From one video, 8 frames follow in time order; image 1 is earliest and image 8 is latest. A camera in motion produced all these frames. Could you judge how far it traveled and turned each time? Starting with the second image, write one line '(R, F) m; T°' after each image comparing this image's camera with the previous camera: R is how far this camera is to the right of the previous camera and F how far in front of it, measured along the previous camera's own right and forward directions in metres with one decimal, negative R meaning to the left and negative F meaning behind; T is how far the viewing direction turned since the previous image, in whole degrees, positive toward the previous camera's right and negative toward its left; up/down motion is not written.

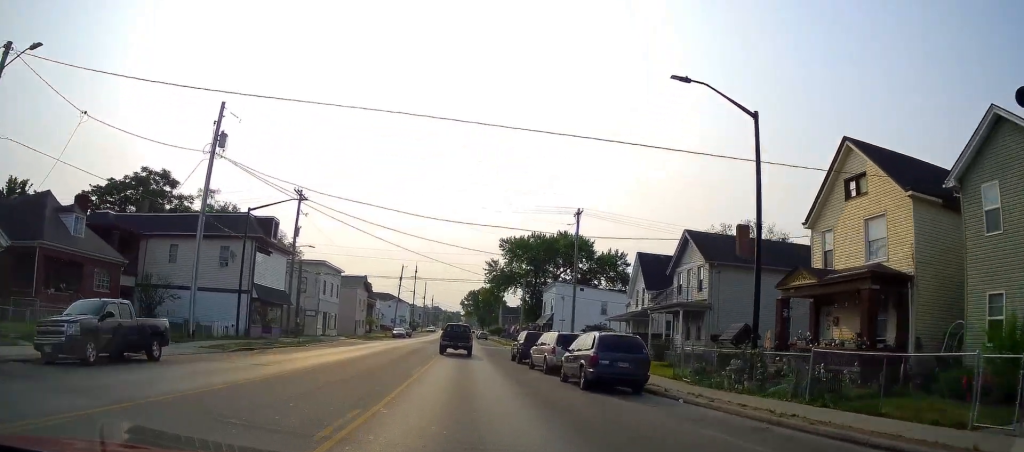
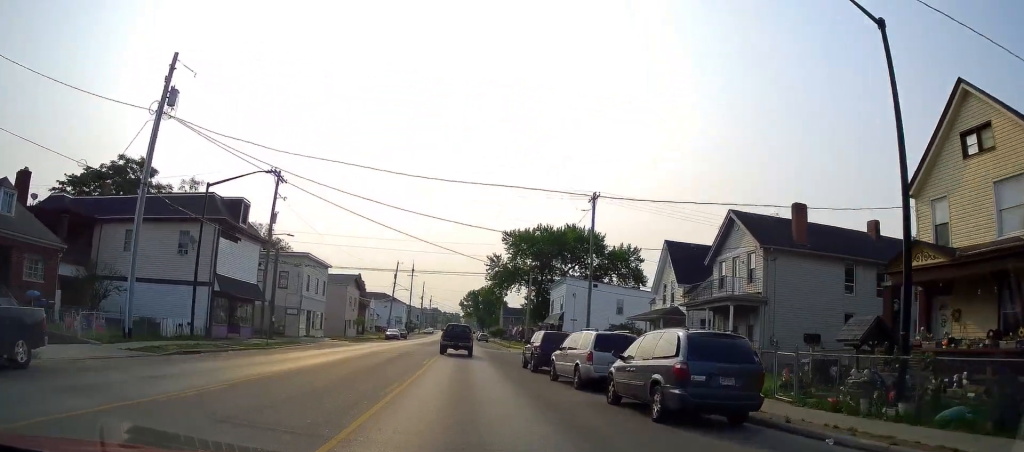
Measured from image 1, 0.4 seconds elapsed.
(-0.1, +6.9) m; +1°
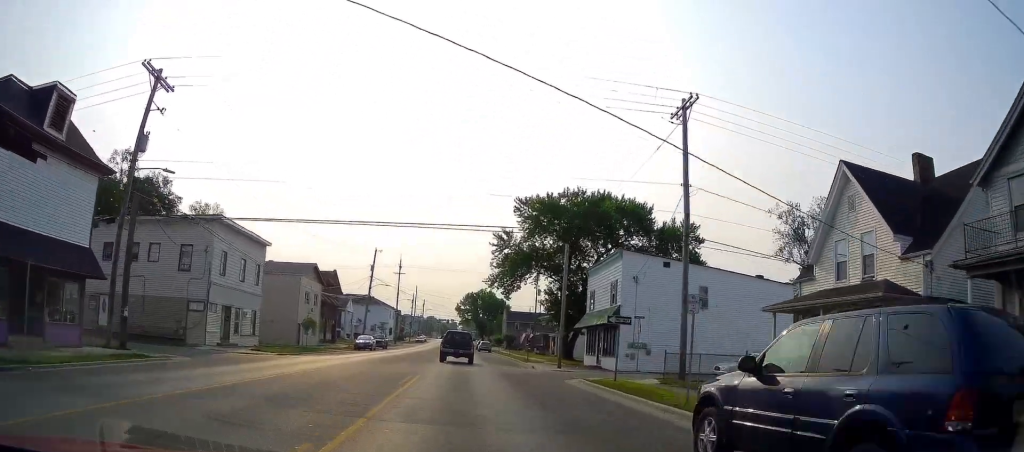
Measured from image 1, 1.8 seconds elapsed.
(+0.9, +21.3) m; +2°
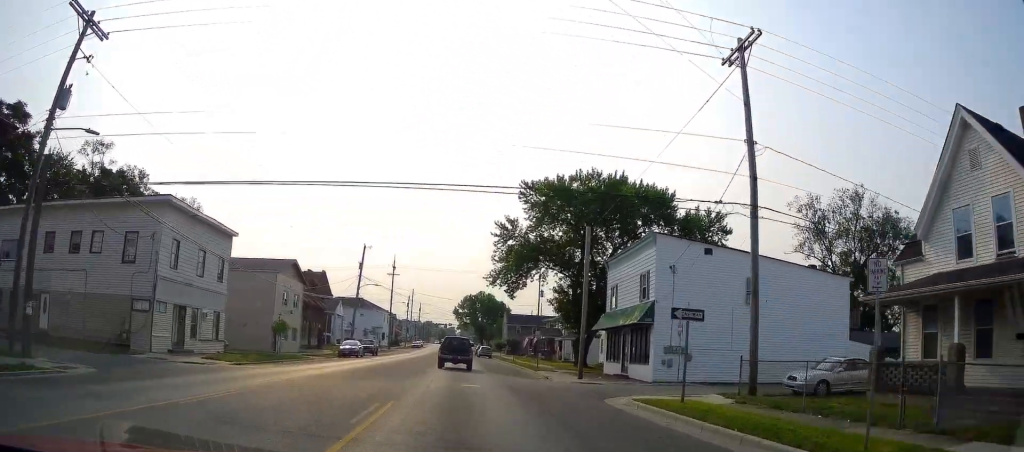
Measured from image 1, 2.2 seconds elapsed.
(-0.2, +6.9) m; 0°
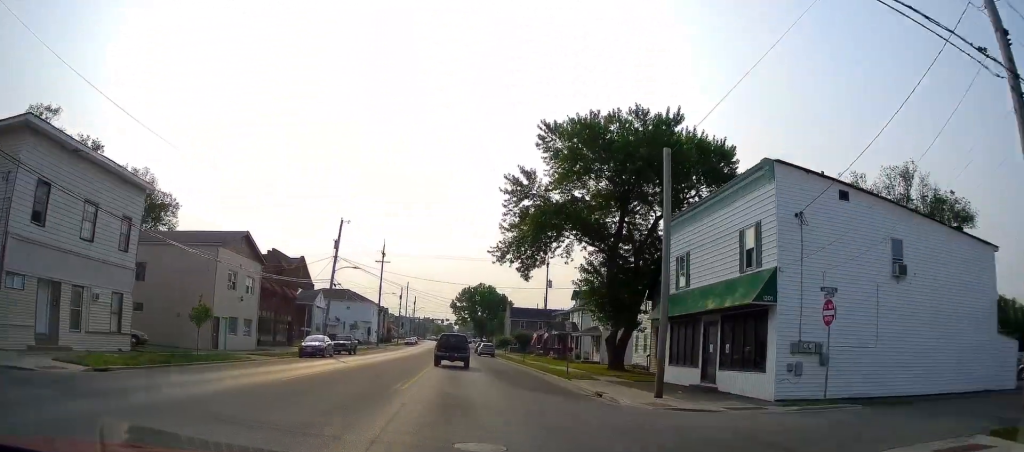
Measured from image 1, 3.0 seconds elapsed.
(+0.2, +12.3) m; 0°
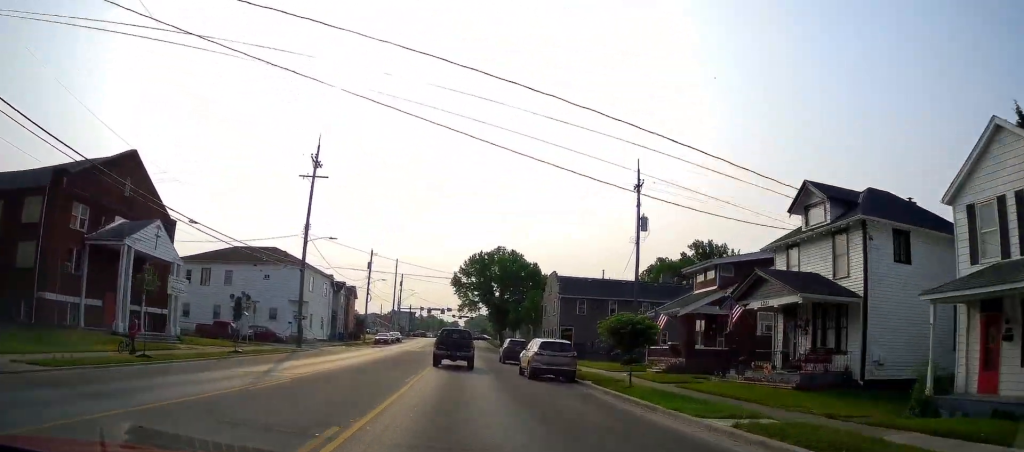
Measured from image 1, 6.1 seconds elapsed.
(-0.2, +48.0) m; -1°
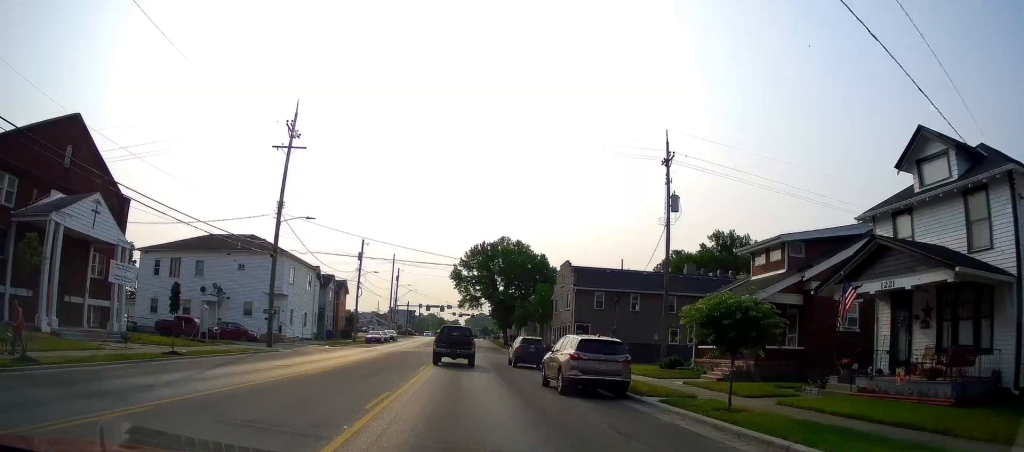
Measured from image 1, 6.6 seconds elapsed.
(-0.1, +7.2) m; -1°
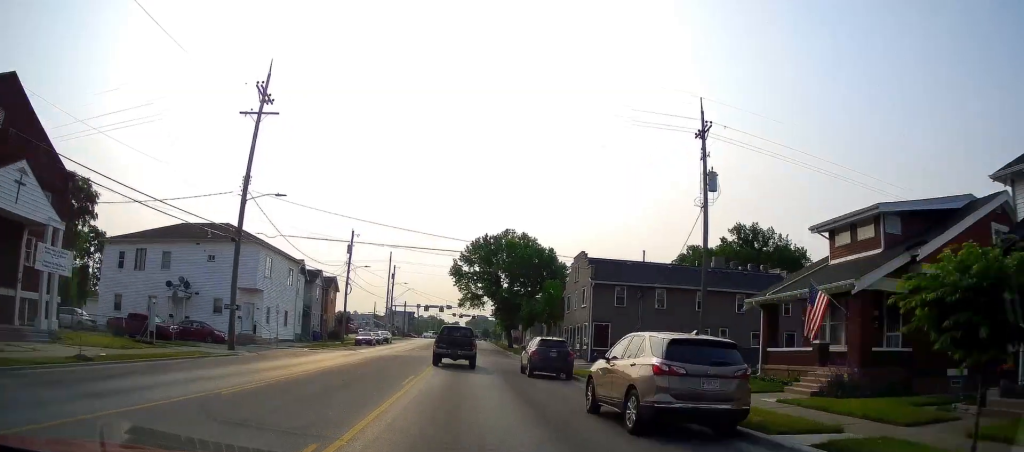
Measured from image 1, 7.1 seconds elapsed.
(-0.4, +6.7) m; -1°
